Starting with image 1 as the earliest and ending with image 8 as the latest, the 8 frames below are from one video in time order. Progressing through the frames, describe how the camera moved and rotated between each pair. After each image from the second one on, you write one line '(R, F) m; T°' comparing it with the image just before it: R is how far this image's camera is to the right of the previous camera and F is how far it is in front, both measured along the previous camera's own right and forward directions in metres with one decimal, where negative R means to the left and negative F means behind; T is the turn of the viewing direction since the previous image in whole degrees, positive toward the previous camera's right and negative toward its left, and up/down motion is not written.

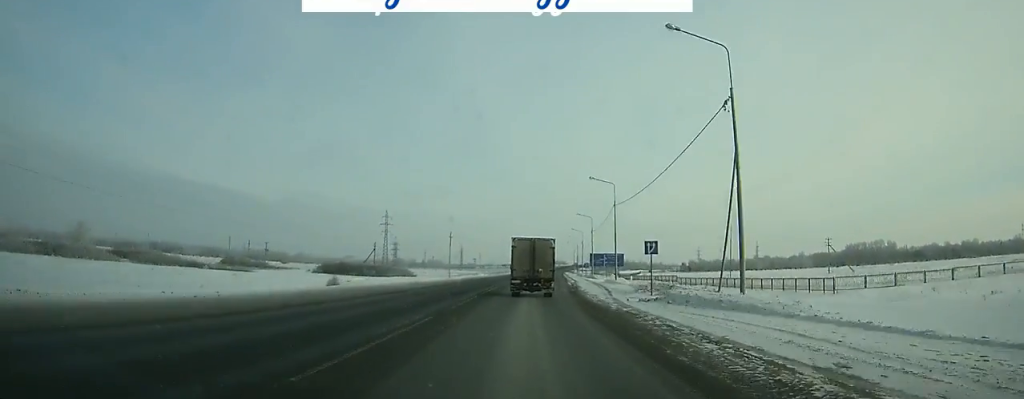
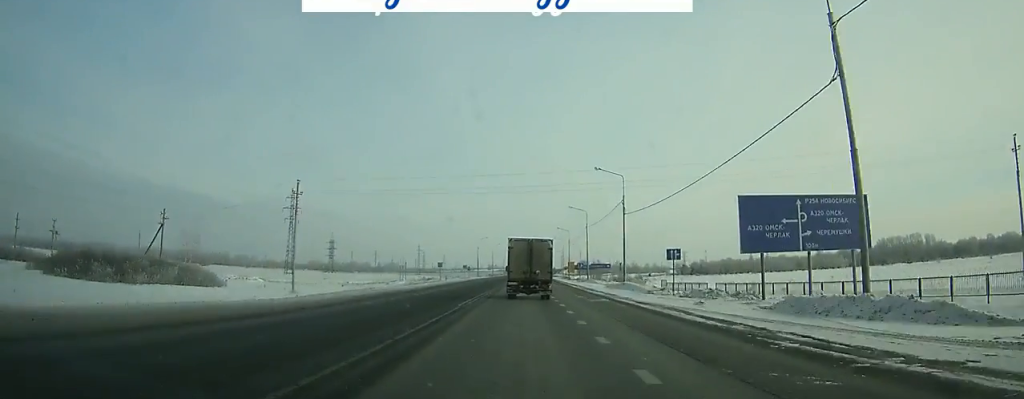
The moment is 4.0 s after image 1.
(+1.9, +89.0) m; +2°
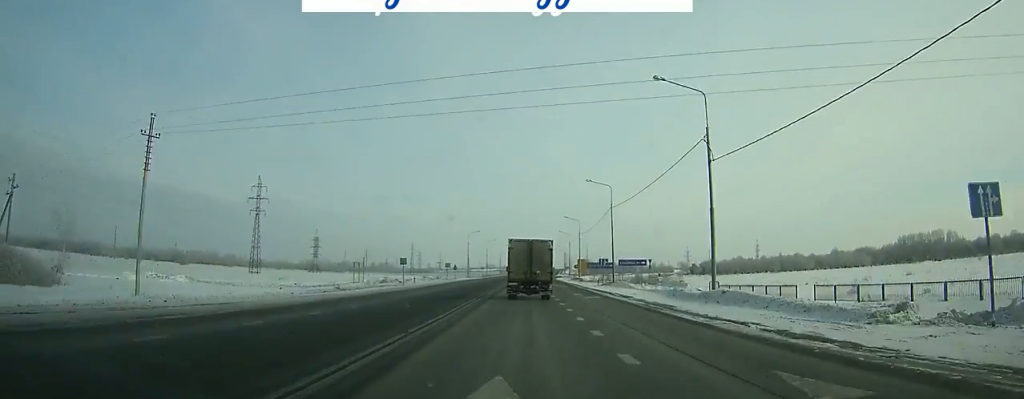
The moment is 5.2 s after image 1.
(+0.2, +26.6) m; 0°
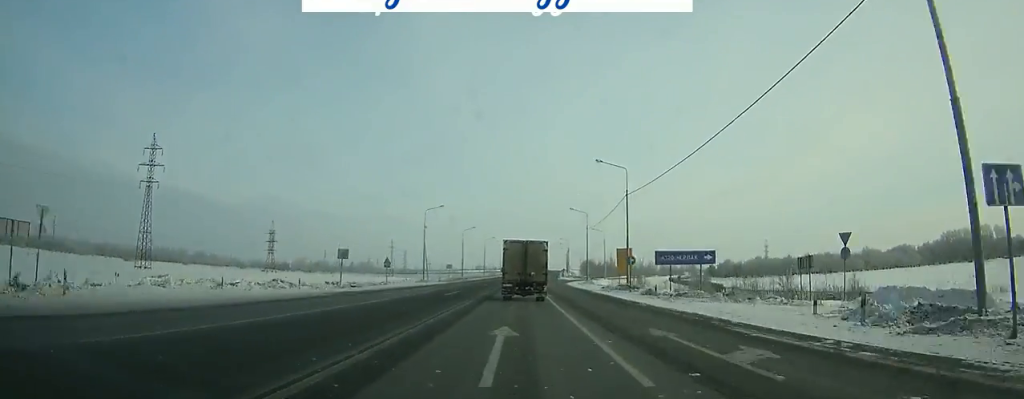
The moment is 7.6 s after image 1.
(+0.4, +53.5) m; +1°
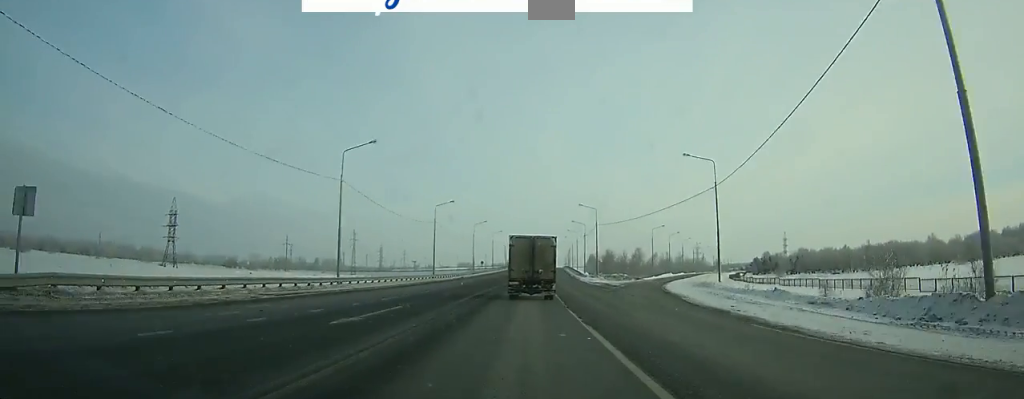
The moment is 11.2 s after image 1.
(+0.7, +80.5) m; +1°
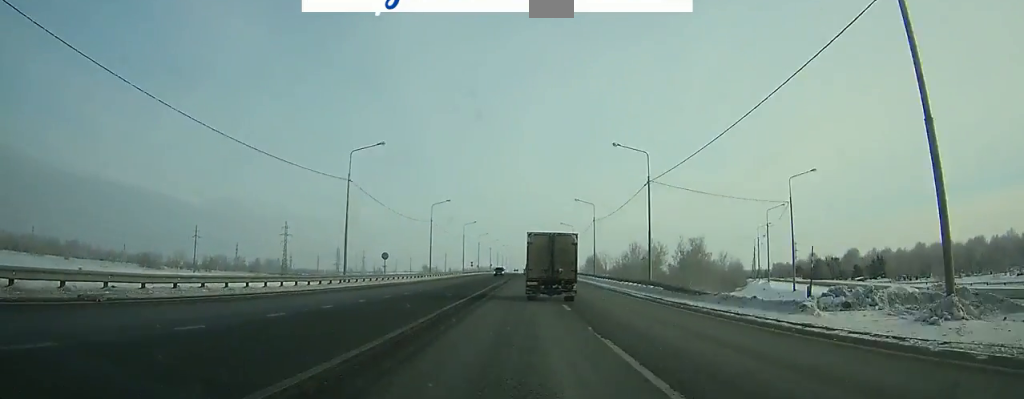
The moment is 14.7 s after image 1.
(+1.3, +78.6) m; +2°
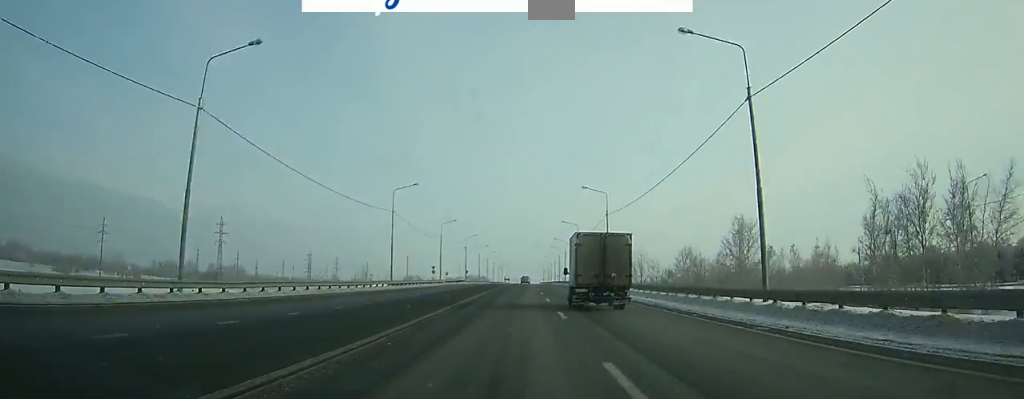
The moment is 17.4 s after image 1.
(+0.4, +61.0) m; +1°
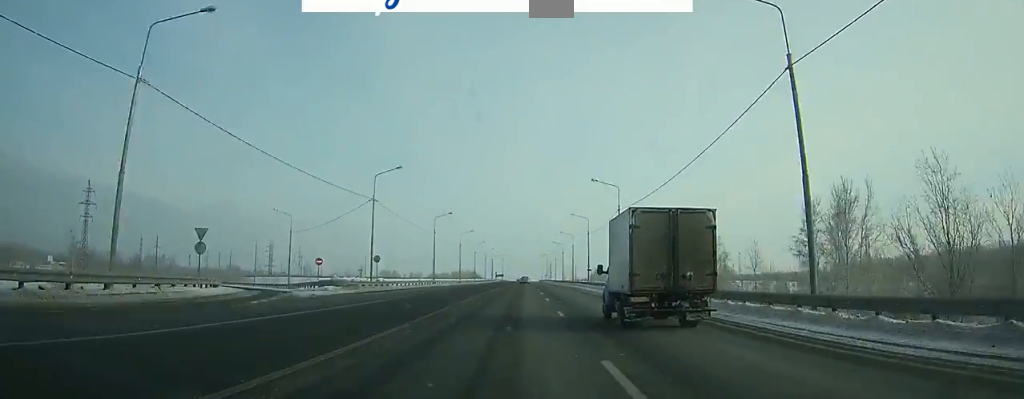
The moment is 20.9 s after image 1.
(+0.3, +80.1) m; 0°
